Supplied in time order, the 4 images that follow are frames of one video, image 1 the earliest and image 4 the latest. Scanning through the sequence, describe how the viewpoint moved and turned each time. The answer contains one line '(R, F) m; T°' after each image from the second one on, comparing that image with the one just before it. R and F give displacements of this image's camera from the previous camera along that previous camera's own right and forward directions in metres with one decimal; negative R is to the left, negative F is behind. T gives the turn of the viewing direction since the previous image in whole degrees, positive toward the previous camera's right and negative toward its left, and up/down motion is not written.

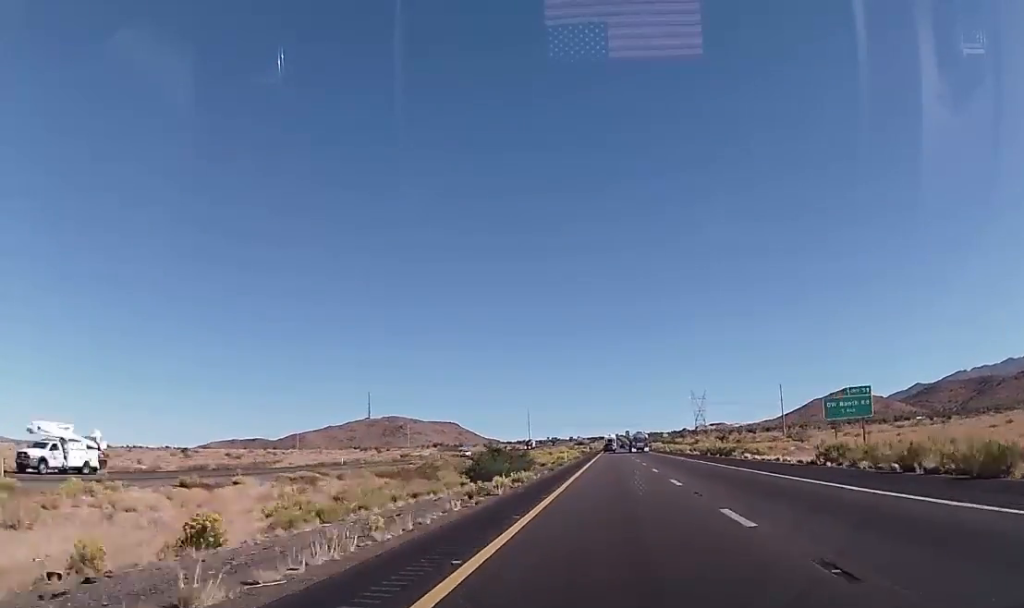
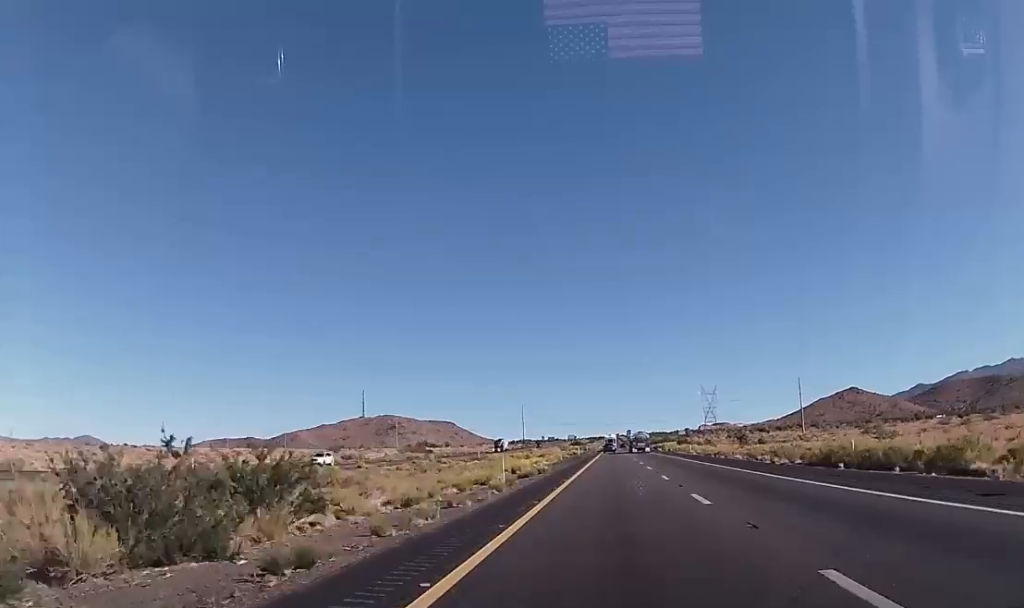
(-0.3, +43.9) m; 0°
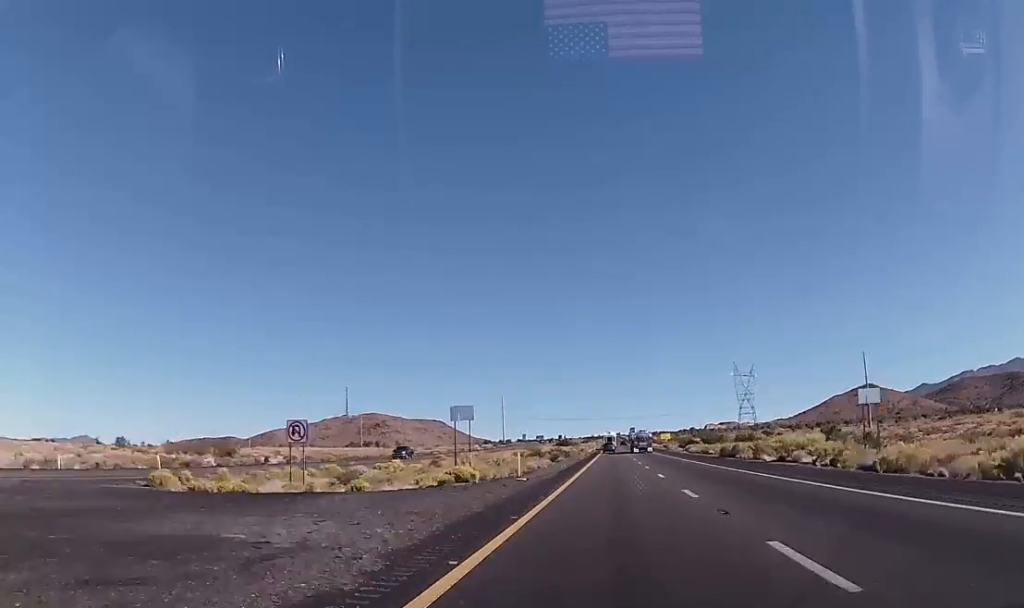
(0.0, +105.5) m; 0°
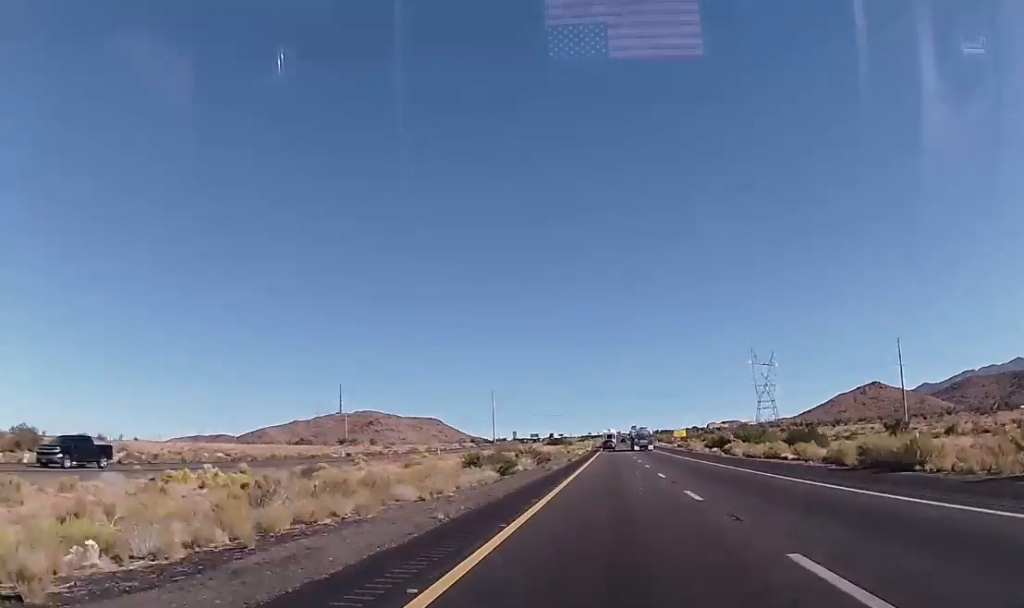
(+0.4, +37.7) m; +1°
